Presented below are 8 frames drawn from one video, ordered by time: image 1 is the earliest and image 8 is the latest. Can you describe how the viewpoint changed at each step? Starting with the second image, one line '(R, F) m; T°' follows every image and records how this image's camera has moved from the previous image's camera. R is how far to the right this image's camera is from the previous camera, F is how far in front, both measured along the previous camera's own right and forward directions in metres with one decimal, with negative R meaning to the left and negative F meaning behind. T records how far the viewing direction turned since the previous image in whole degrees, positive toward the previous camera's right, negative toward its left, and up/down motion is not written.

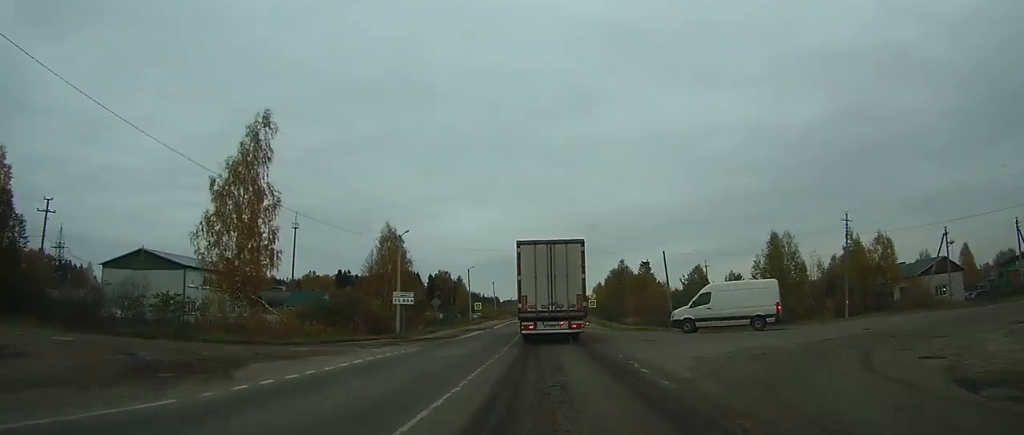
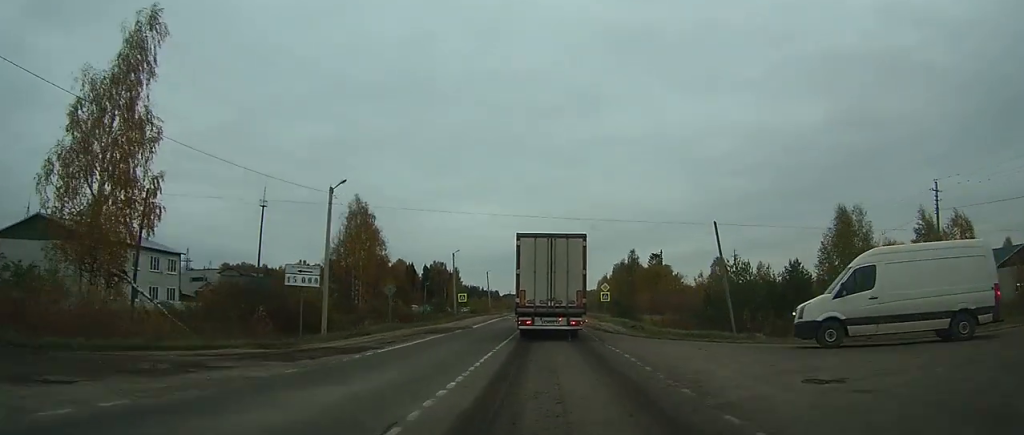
(0.0, +14.8) m; 0°
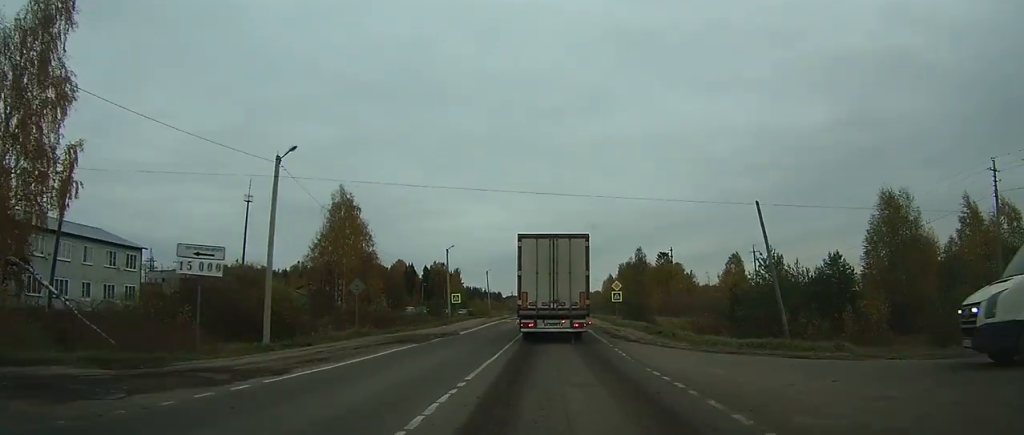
(0.0, +7.1) m; 0°
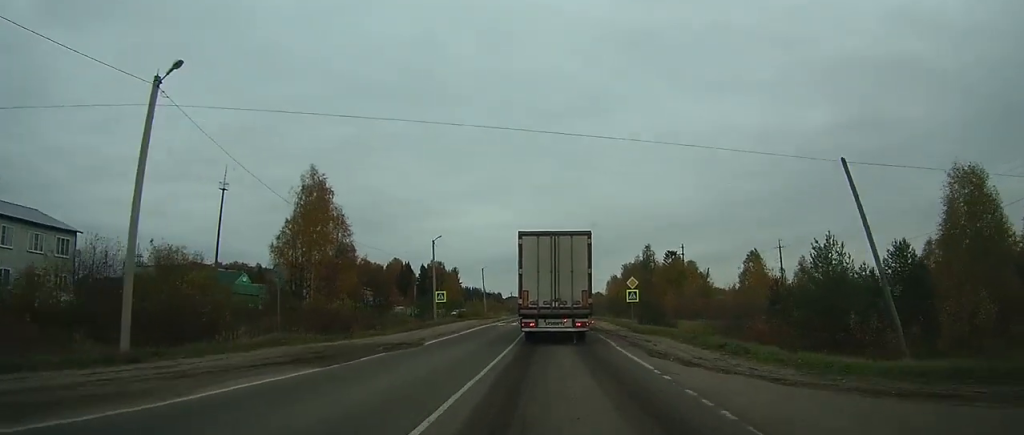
(0.0, +9.6) m; 0°
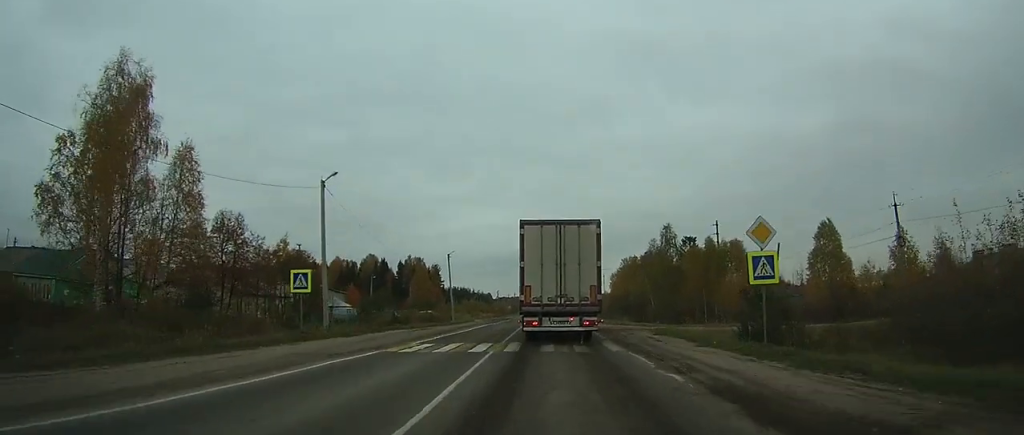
(+0.2, +28.2) m; 0°
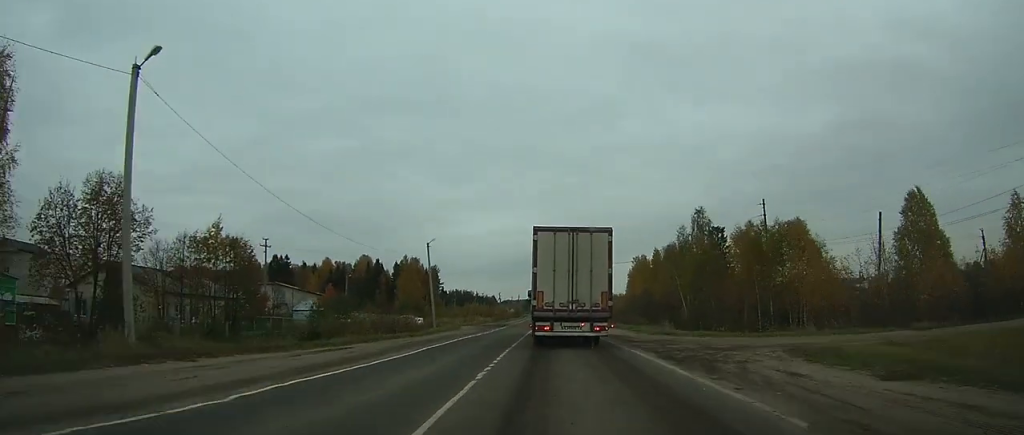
(0.0, +17.2) m; 0°
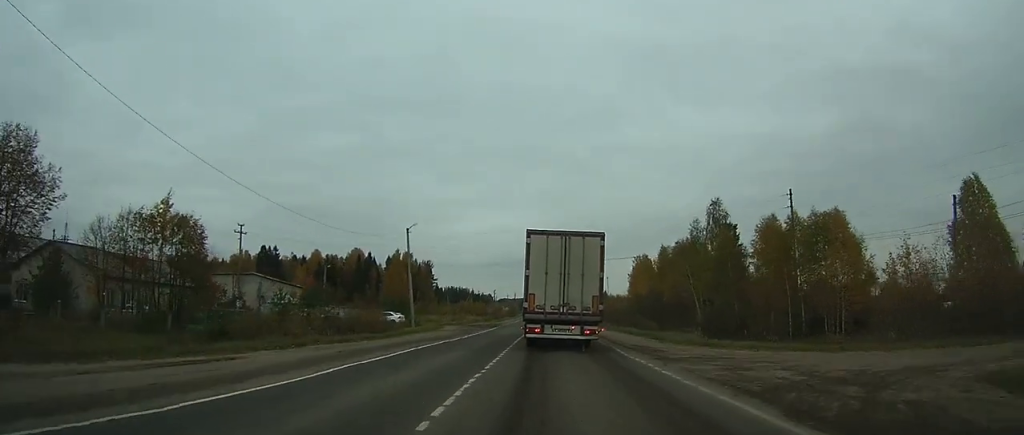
(0.0, +8.1) m; 0°
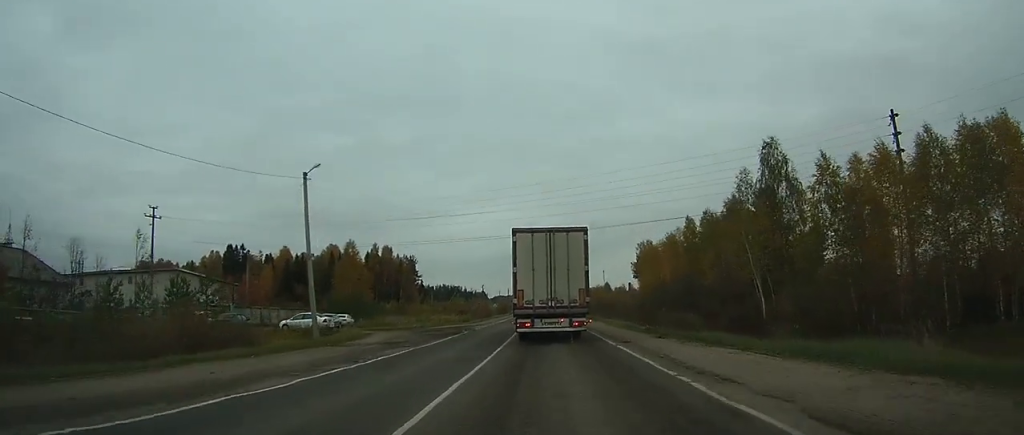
(+0.1, +21.6) m; 0°
